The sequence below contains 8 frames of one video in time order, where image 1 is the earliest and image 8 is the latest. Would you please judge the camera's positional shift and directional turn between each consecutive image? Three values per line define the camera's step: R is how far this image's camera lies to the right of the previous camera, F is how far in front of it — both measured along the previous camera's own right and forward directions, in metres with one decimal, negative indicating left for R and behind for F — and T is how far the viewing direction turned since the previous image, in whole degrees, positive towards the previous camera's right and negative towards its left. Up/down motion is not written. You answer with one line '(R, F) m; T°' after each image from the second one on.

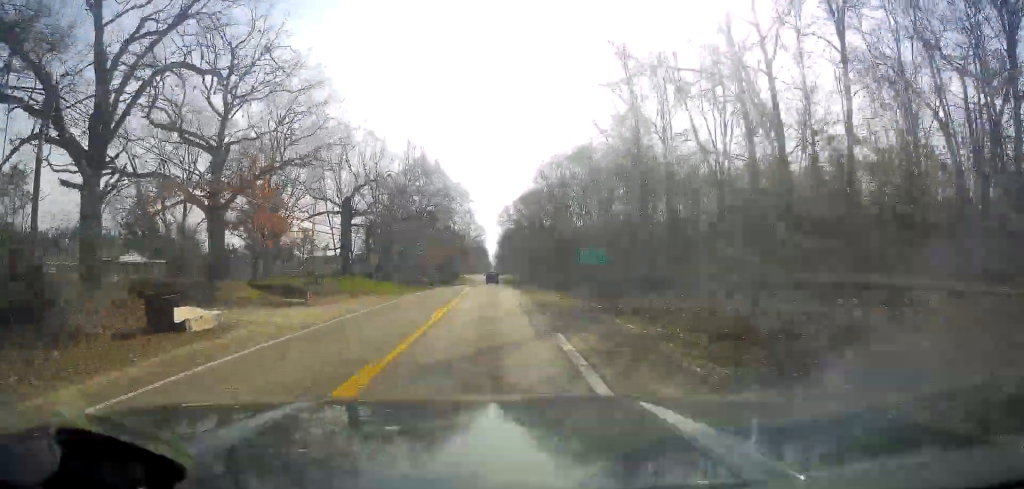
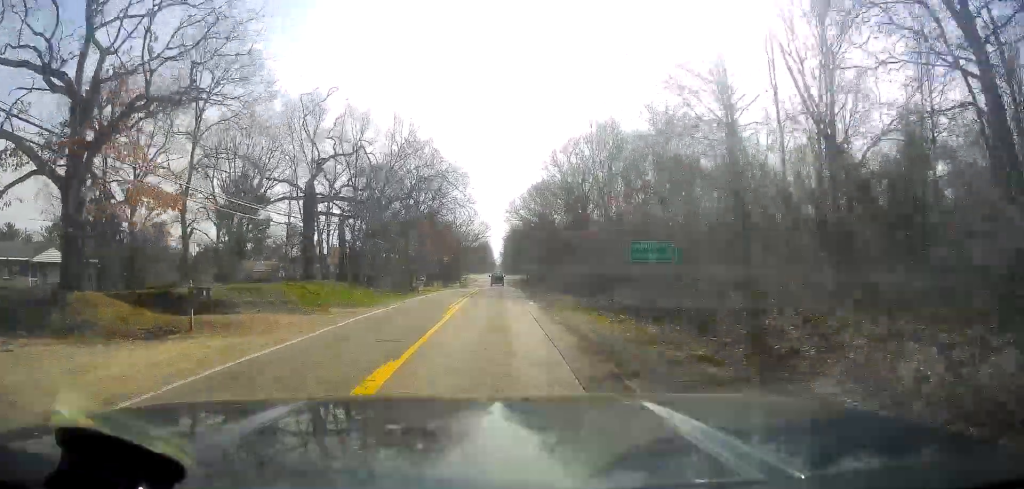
(-0.2, +11.6) m; -1°
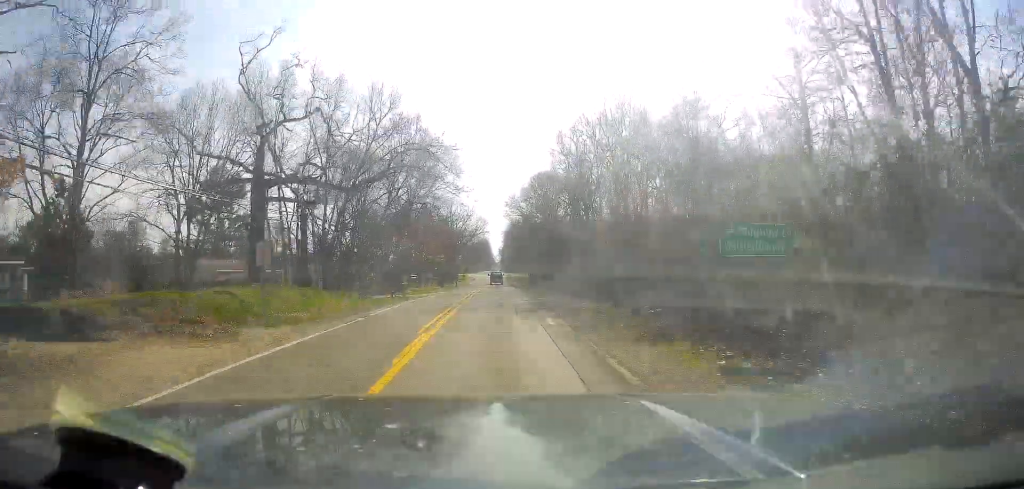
(-0.2, +8.9) m; 0°
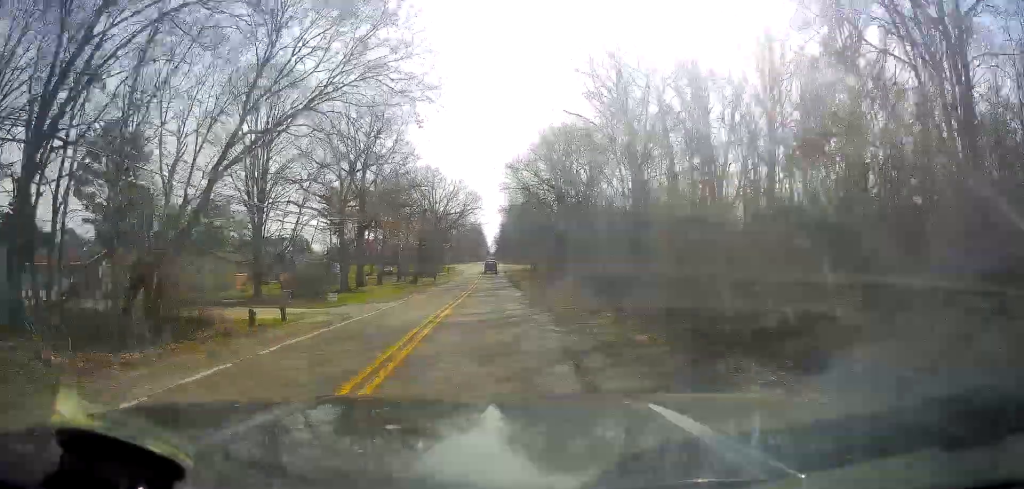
(+0.3, +29.4) m; +1°
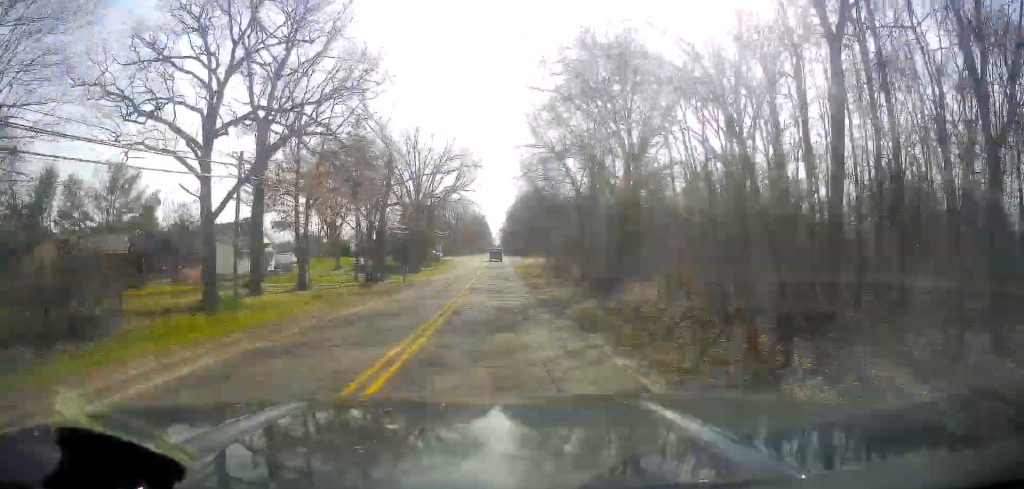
(0.0, +27.8) m; 0°
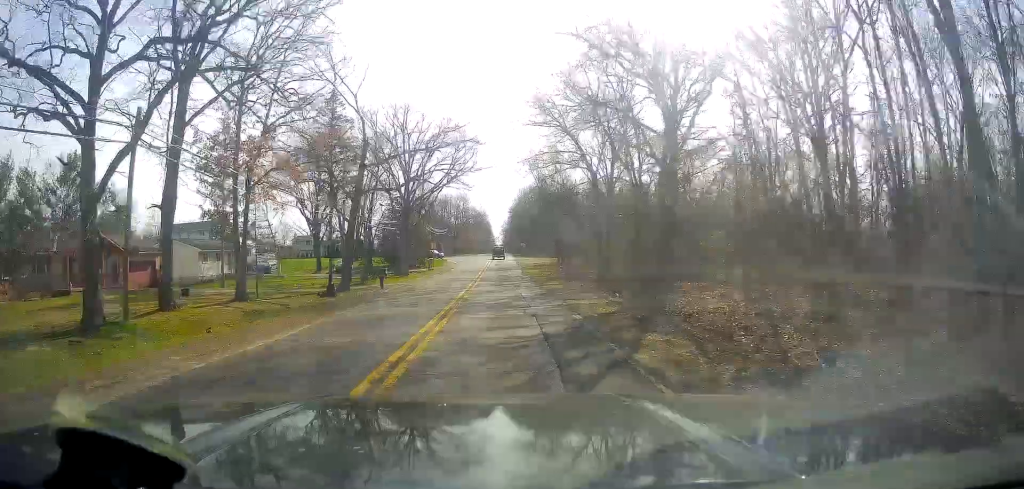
(0.0, +9.5) m; 0°
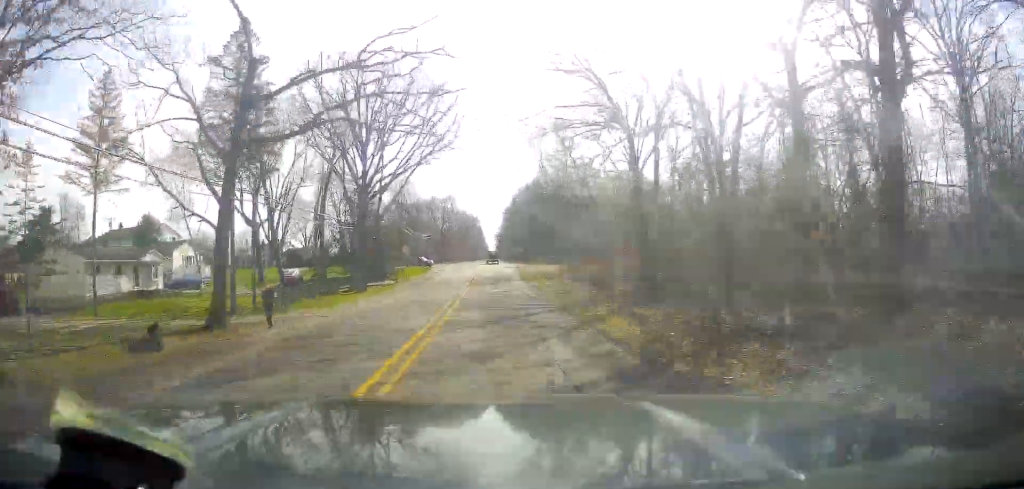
(-0.2, +17.2) m; -1°
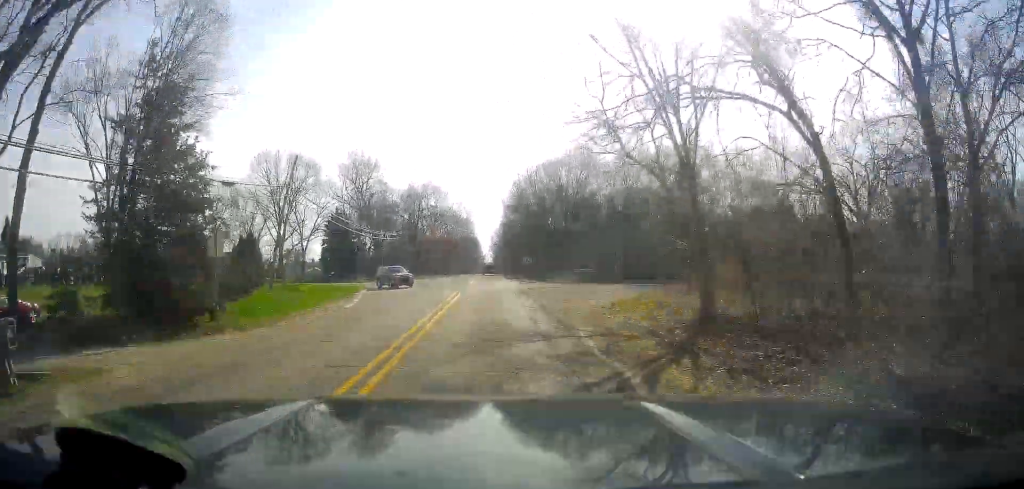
(+1.2, +39.3) m; +4°
